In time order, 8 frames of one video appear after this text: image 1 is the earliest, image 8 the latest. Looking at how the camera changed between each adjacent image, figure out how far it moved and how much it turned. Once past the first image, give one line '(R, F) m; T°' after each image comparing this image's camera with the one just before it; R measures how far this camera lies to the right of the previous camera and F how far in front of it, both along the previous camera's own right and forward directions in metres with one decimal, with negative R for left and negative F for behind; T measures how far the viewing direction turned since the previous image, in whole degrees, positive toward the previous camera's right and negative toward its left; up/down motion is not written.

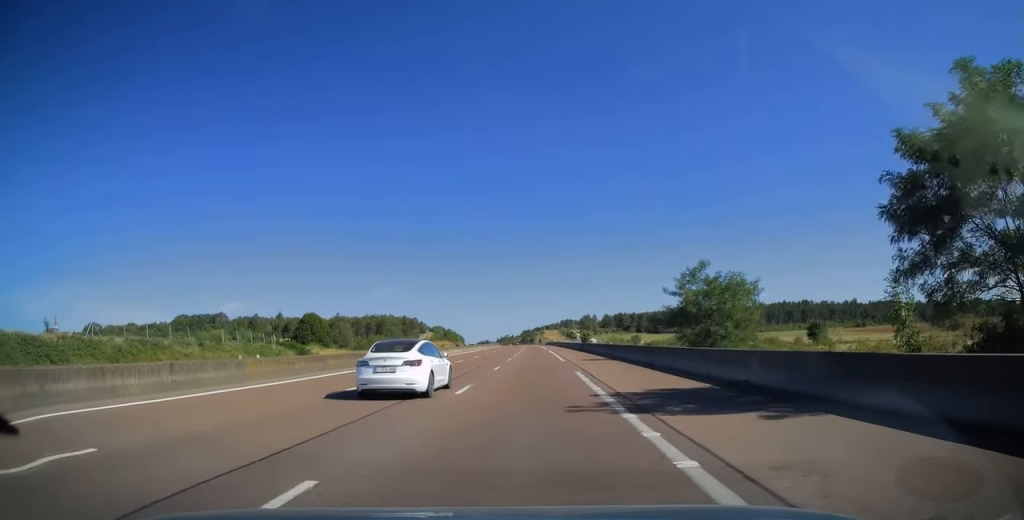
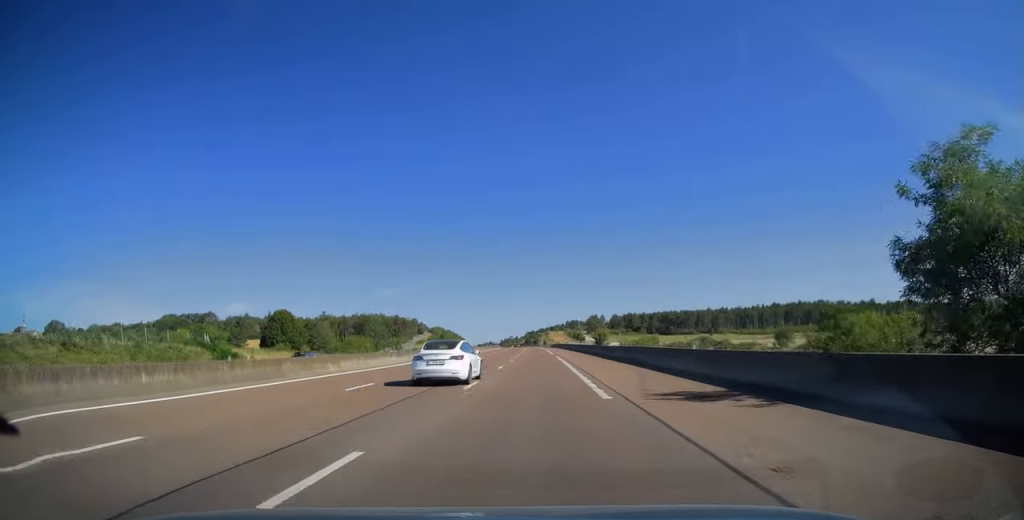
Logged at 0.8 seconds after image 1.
(-0.1, +24.7) m; 0°
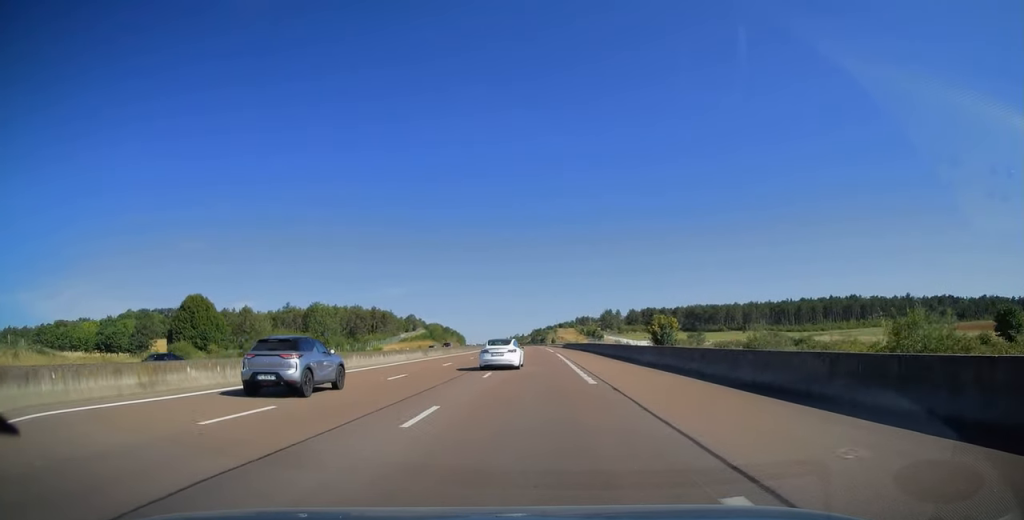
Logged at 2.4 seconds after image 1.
(-0.3, +47.3) m; -1°
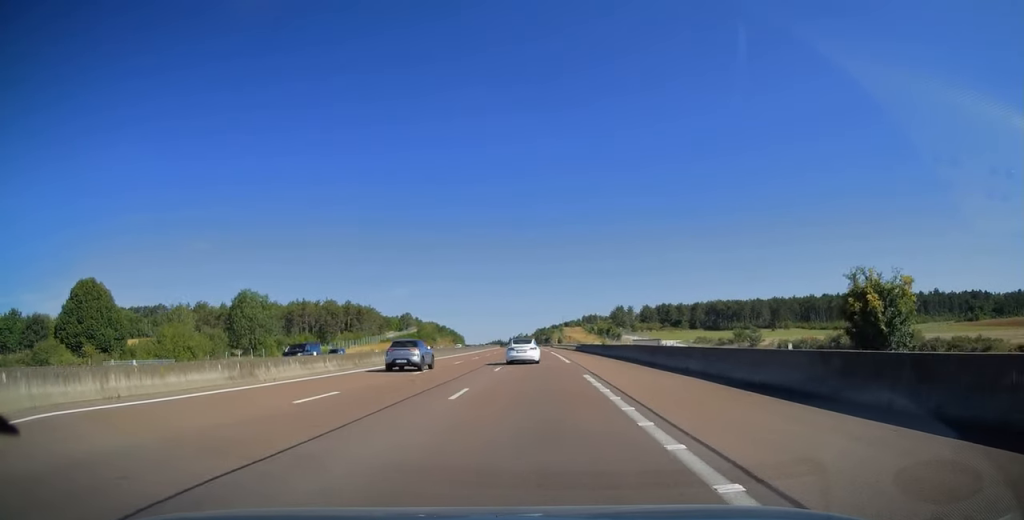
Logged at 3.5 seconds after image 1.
(-0.2, +34.7) m; 0°
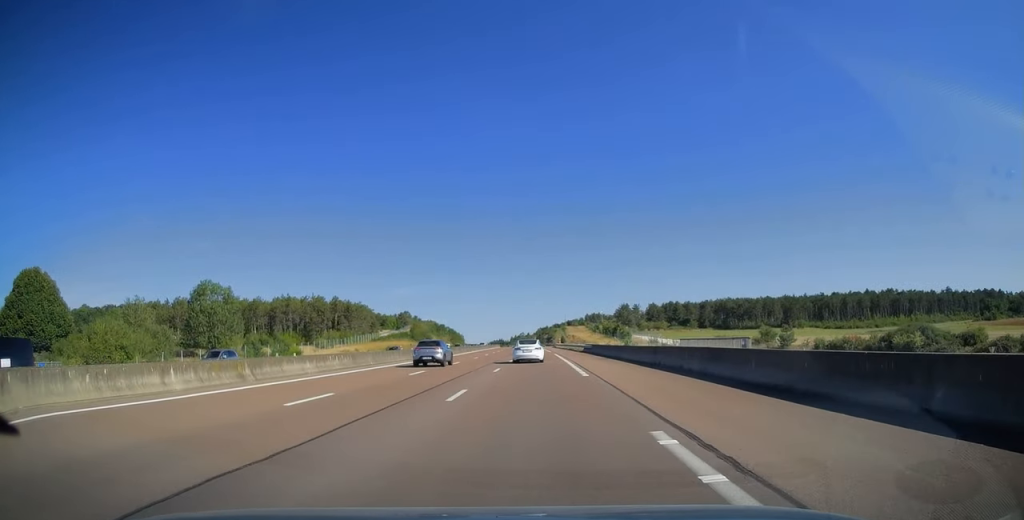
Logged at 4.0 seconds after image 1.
(0.0, +13.6) m; 0°
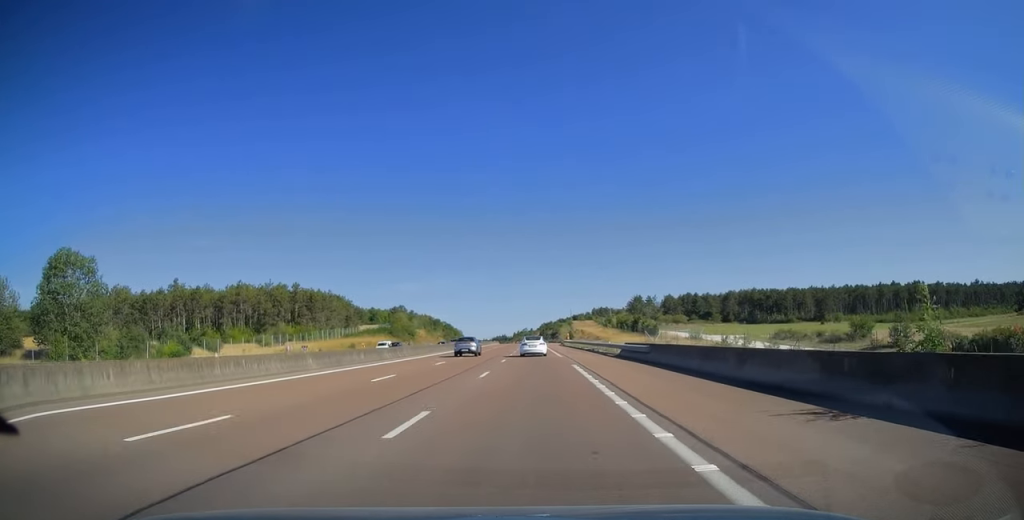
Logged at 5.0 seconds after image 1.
(-0.1, +31.7) m; 0°
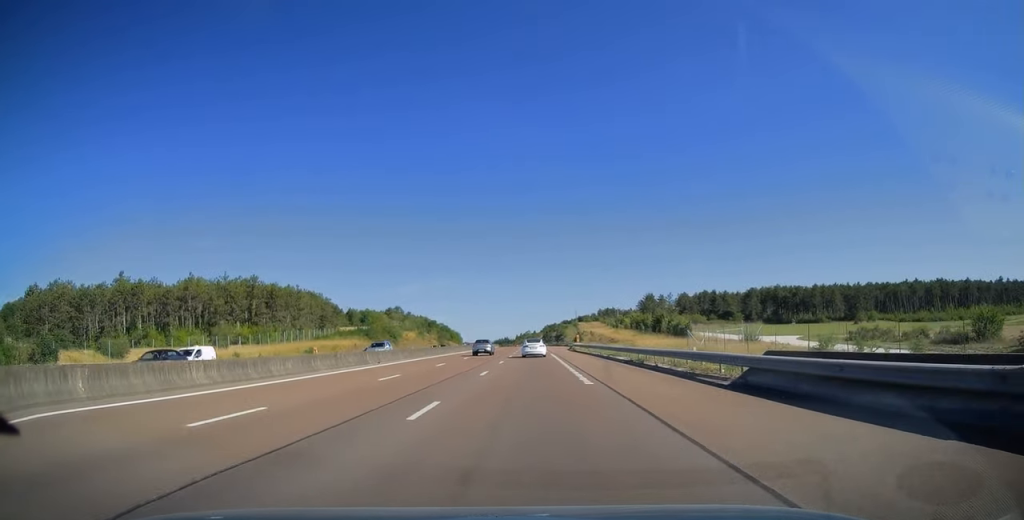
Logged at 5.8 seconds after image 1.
(-0.1, +24.2) m; 0°
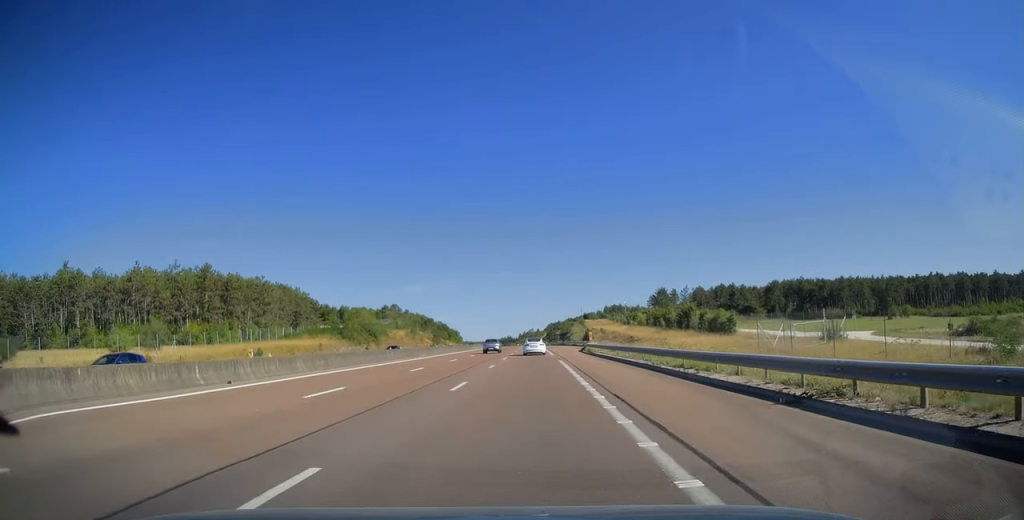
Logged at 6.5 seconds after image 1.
(0.0, +20.2) m; 0°
